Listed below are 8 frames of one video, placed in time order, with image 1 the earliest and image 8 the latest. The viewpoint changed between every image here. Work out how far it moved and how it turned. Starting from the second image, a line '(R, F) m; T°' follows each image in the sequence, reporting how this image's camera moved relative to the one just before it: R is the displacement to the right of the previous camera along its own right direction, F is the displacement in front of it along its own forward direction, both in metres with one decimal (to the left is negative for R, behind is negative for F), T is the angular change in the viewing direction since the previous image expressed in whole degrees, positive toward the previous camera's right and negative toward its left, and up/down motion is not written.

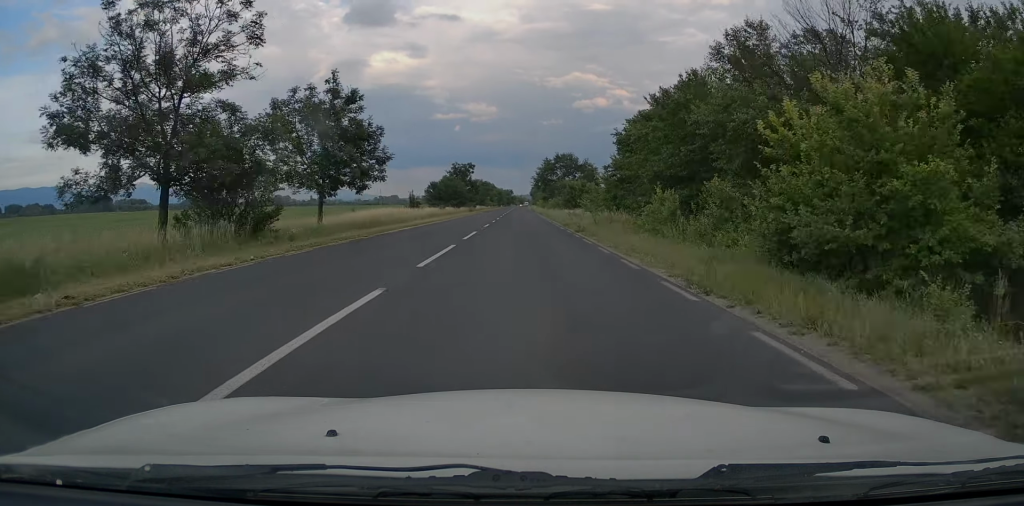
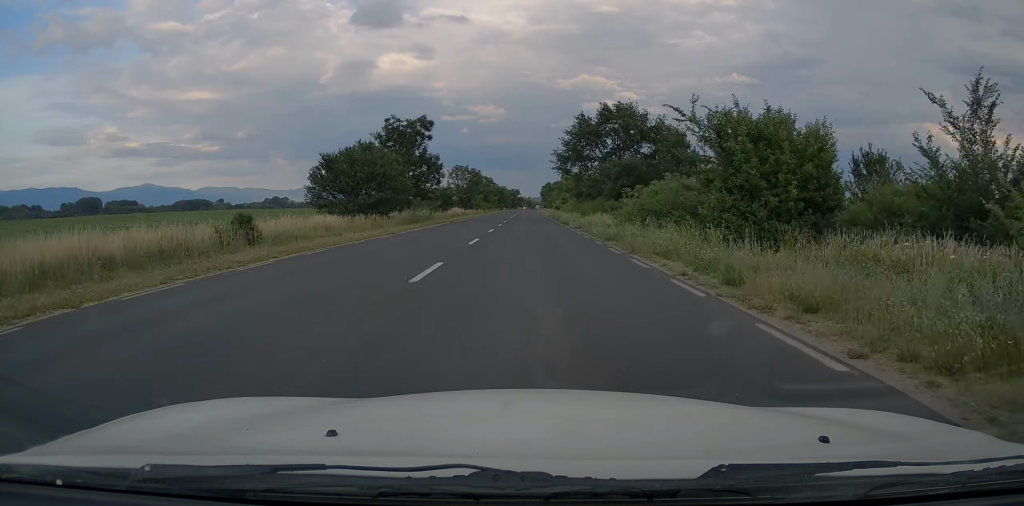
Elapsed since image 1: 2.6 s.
(-0.5, +58.6) m; +1°
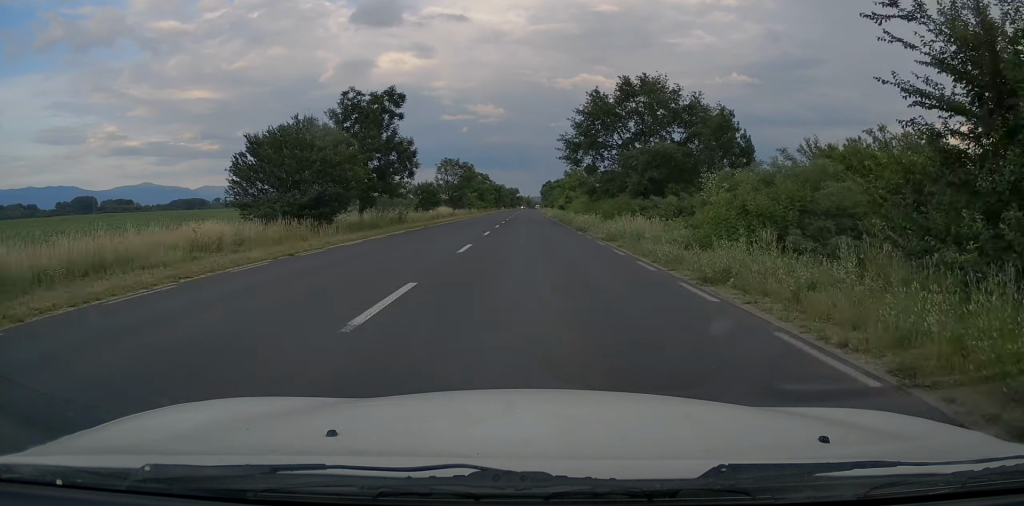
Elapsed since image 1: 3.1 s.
(+0.2, +12.2) m; 0°
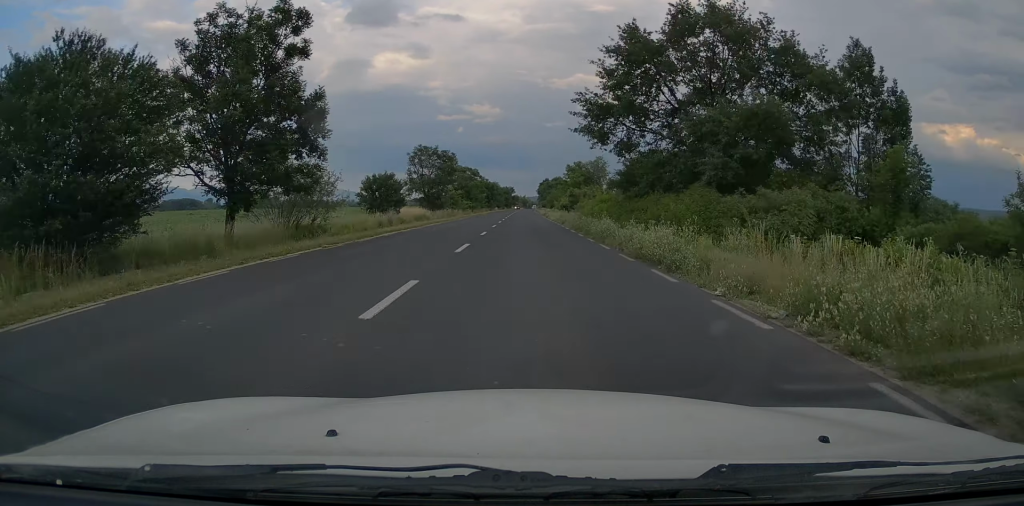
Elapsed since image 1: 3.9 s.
(0.0, +17.6) m; 0°
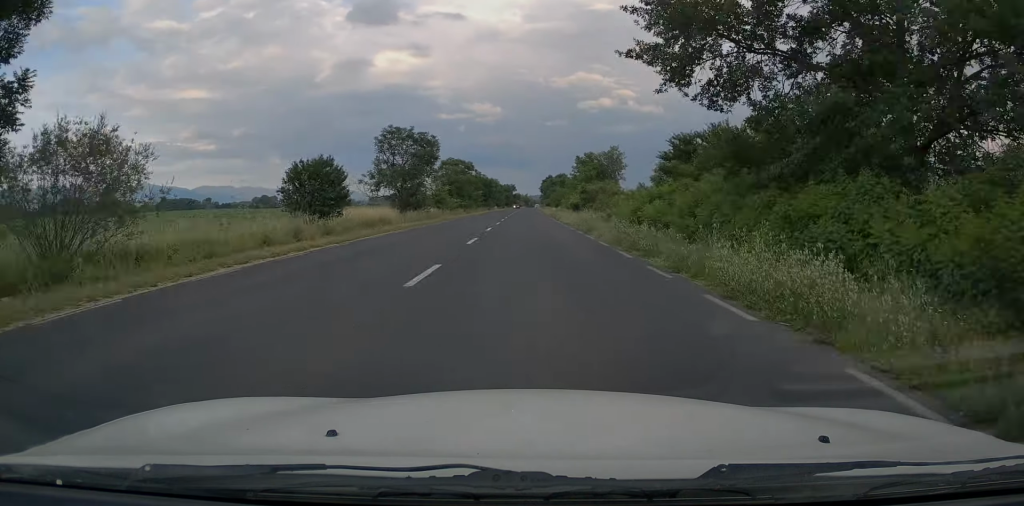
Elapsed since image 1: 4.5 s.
(-0.2, +15.4) m; -1°
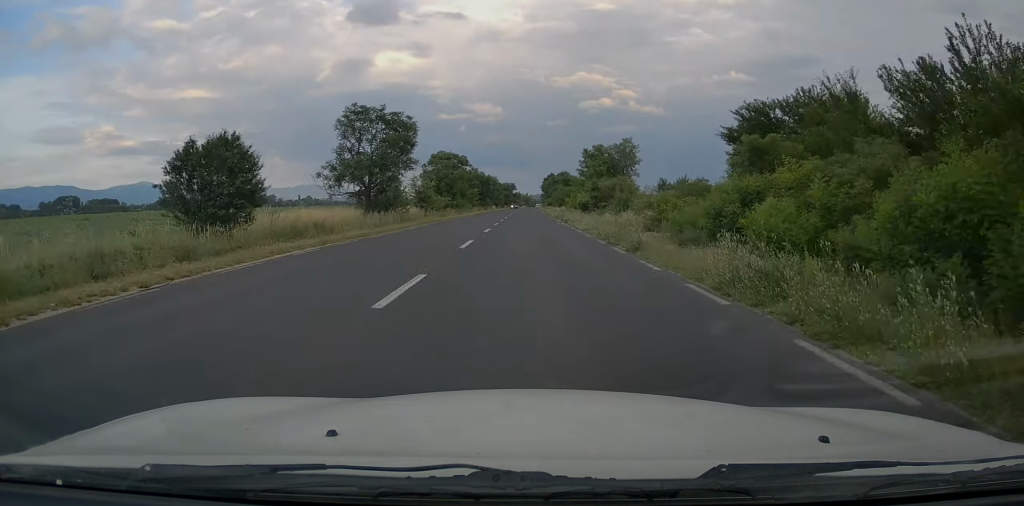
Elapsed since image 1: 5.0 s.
(0.0, +10.9) m; 0°
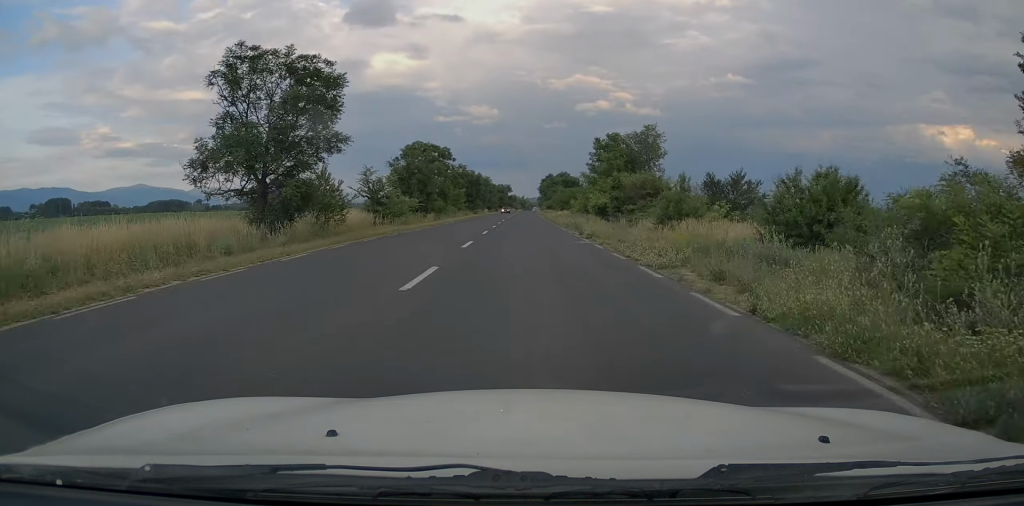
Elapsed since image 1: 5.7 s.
(0.0, +16.4) m; 0°
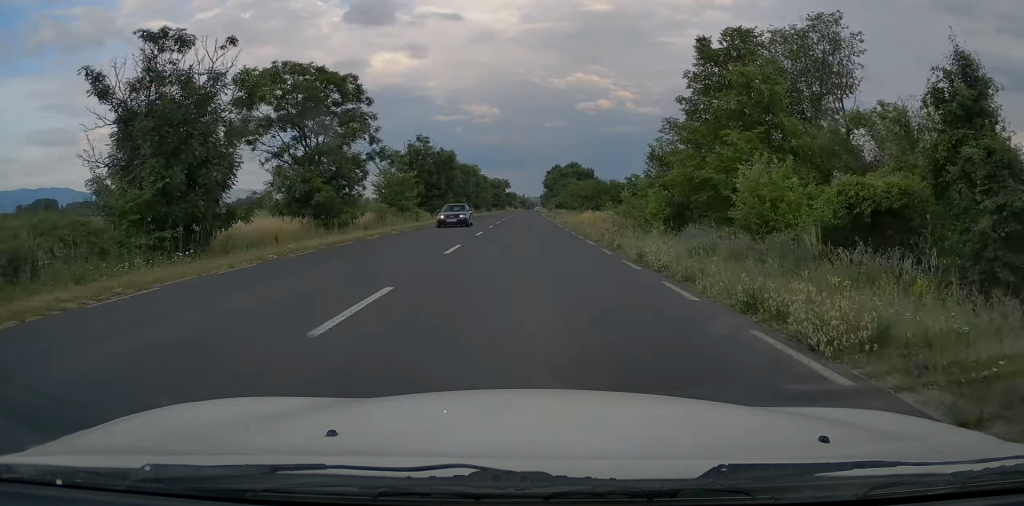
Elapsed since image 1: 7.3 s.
(-0.1, +38.5) m; 0°
